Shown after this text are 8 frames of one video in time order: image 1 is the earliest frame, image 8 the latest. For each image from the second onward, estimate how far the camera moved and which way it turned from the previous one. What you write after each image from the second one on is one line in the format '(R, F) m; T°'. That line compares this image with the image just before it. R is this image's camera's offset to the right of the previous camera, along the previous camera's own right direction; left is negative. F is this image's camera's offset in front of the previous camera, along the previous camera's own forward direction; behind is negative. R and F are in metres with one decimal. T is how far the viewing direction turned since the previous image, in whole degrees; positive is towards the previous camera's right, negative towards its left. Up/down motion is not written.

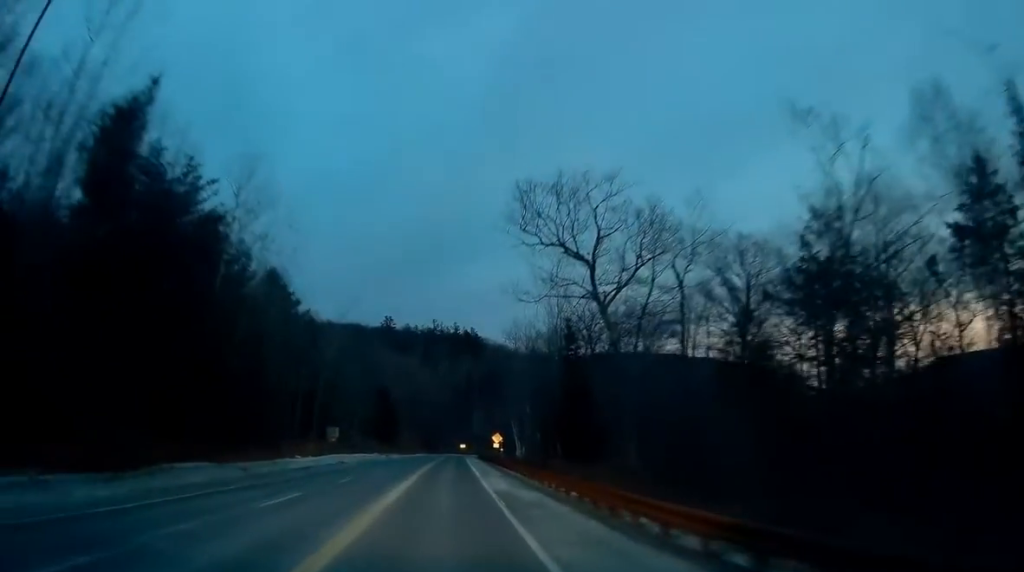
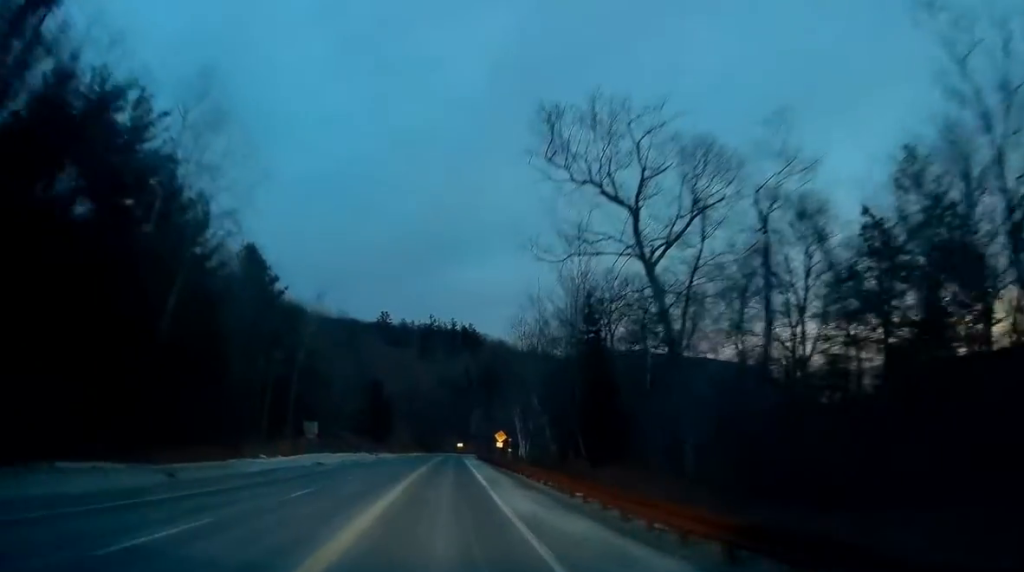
(-0.1, +8.8) m; +1°
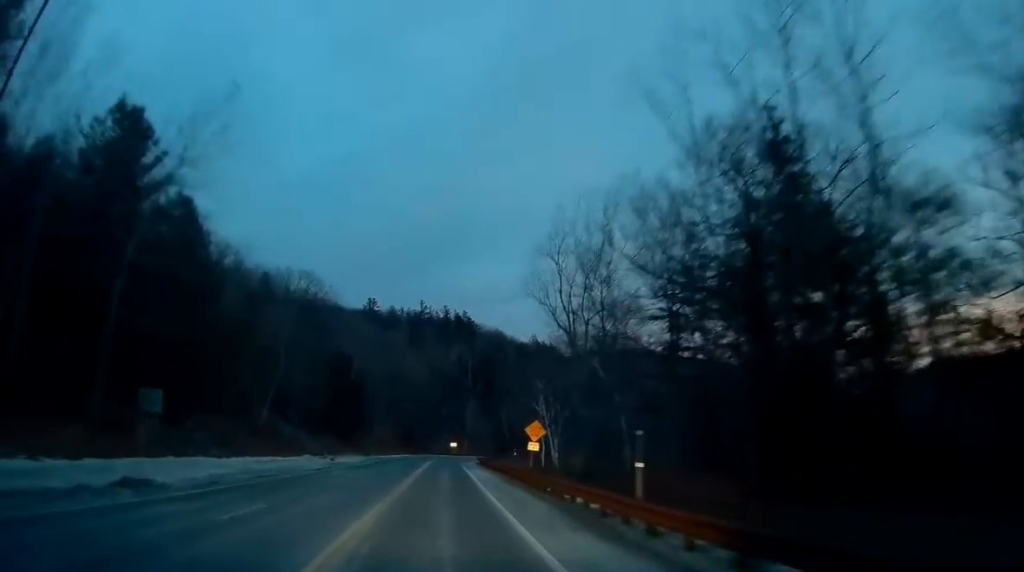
(+0.3, +29.3) m; 0°
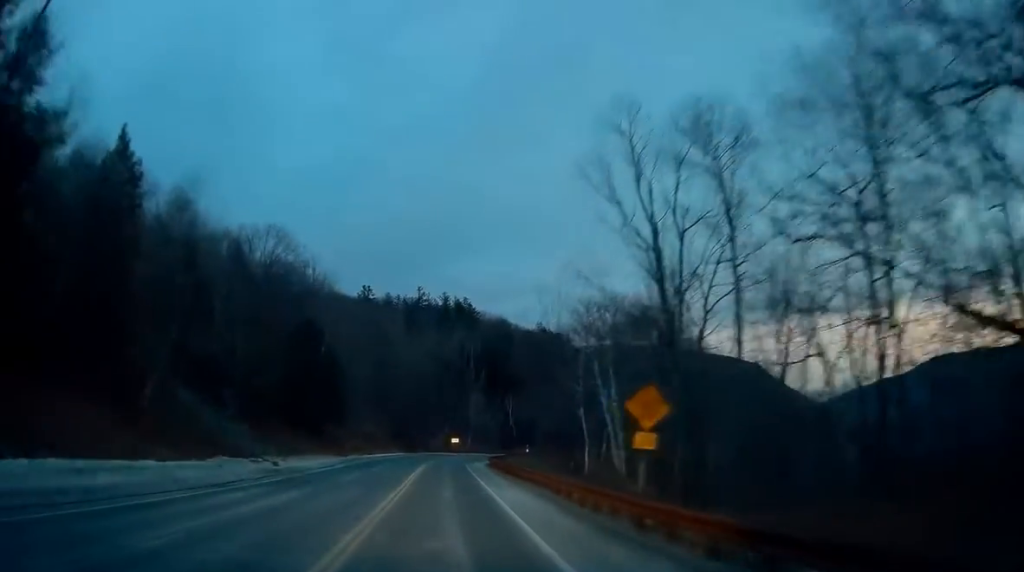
(0.0, +19.6) m; +1°
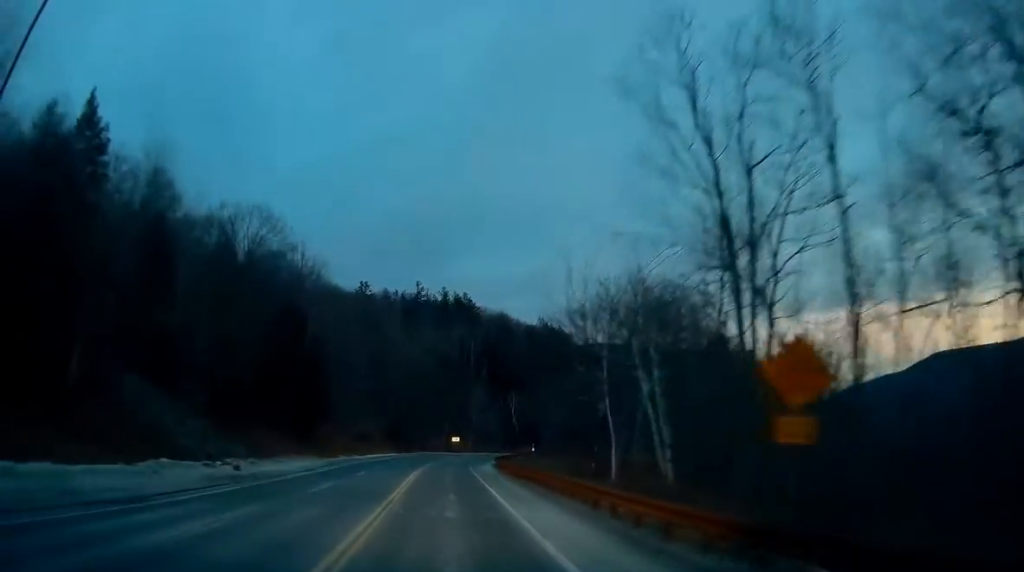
(+0.1, +7.1) m; +1°
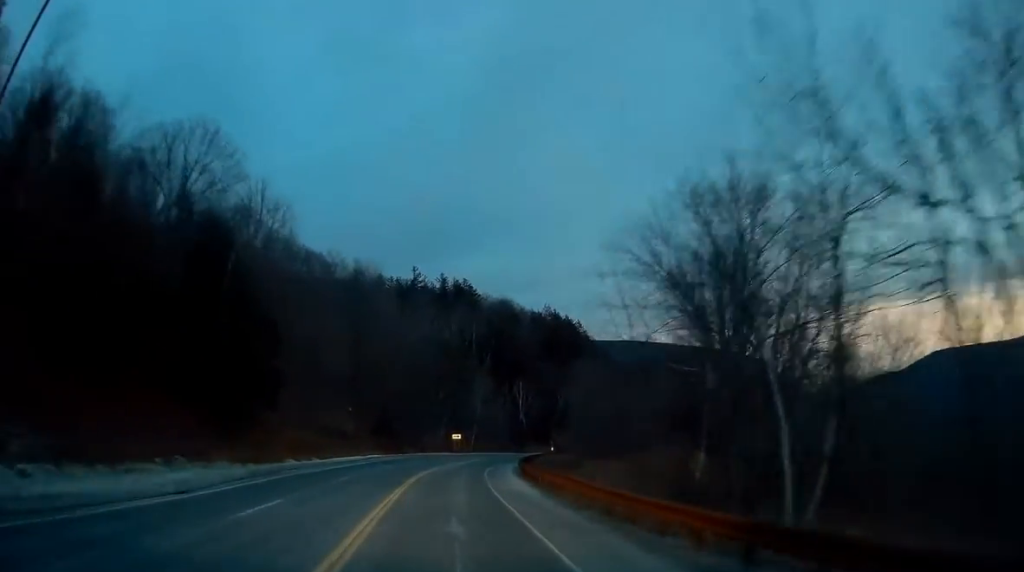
(-0.2, +20.2) m; -1°
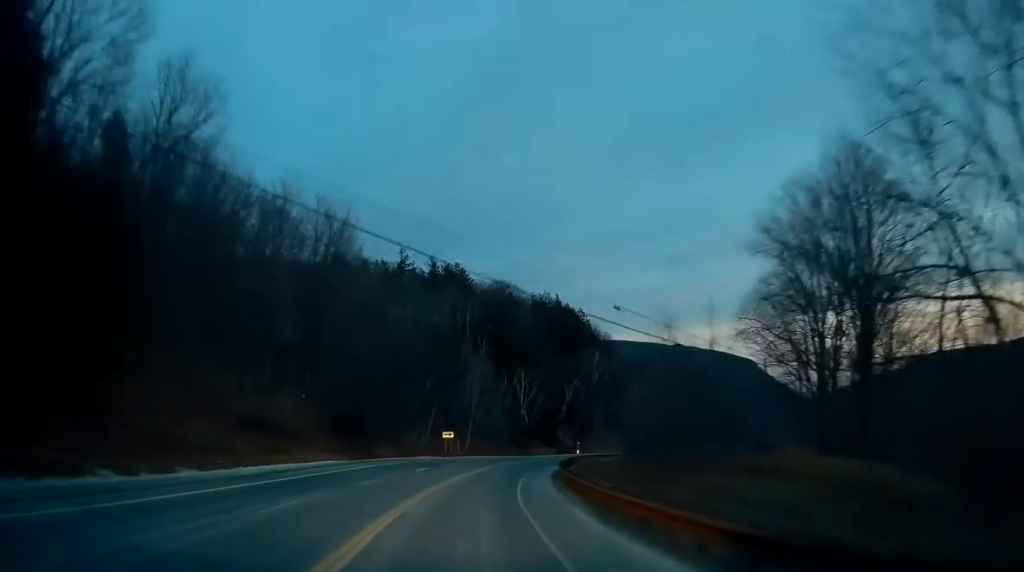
(0.0, +23.5) m; +2°
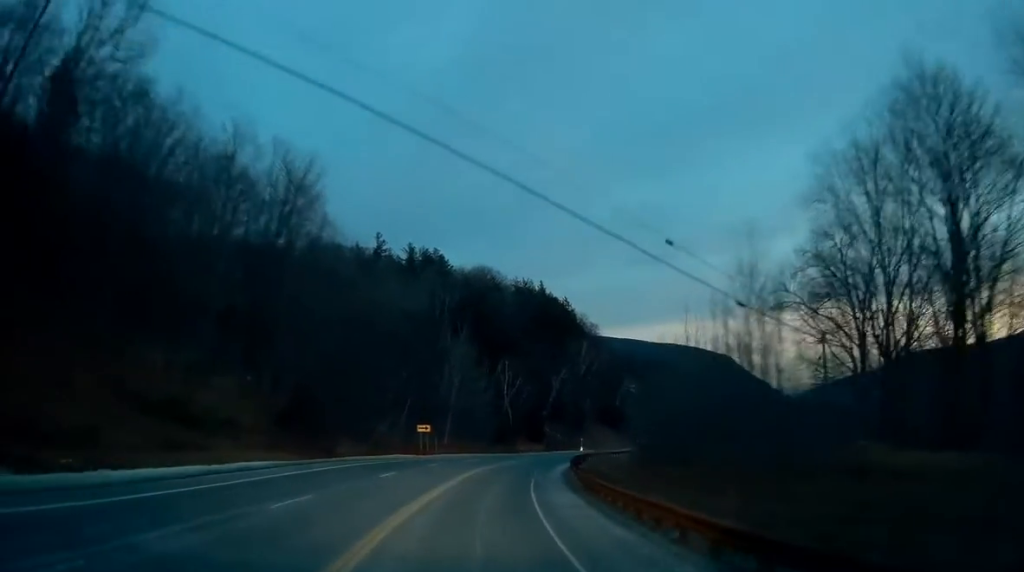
(+0.3, +12.0) m; +3°
